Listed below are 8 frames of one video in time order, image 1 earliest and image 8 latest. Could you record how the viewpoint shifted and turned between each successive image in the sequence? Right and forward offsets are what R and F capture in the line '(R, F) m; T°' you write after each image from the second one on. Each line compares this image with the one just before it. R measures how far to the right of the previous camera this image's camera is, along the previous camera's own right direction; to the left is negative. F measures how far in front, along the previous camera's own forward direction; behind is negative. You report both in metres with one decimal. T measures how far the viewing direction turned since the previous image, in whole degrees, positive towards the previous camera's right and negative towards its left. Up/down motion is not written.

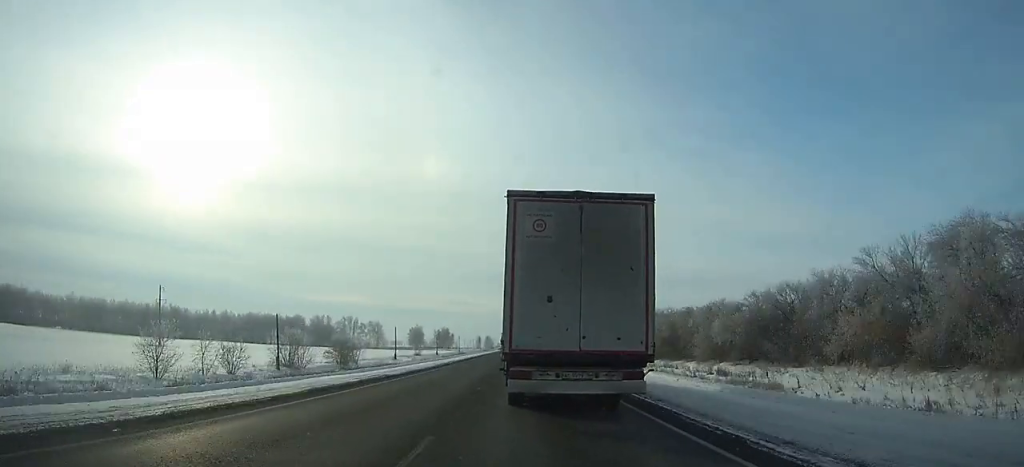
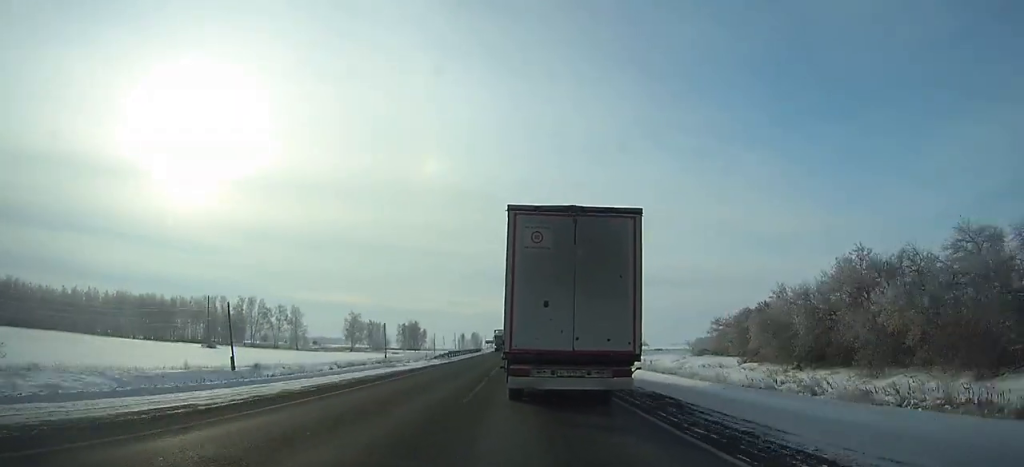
(+0.8, +135.1) m; +1°
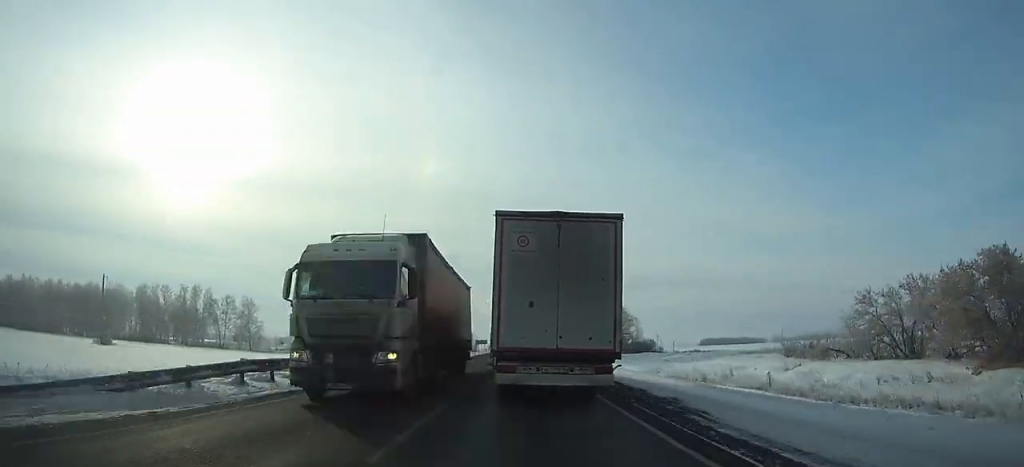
(0.0, +42.4) m; 0°
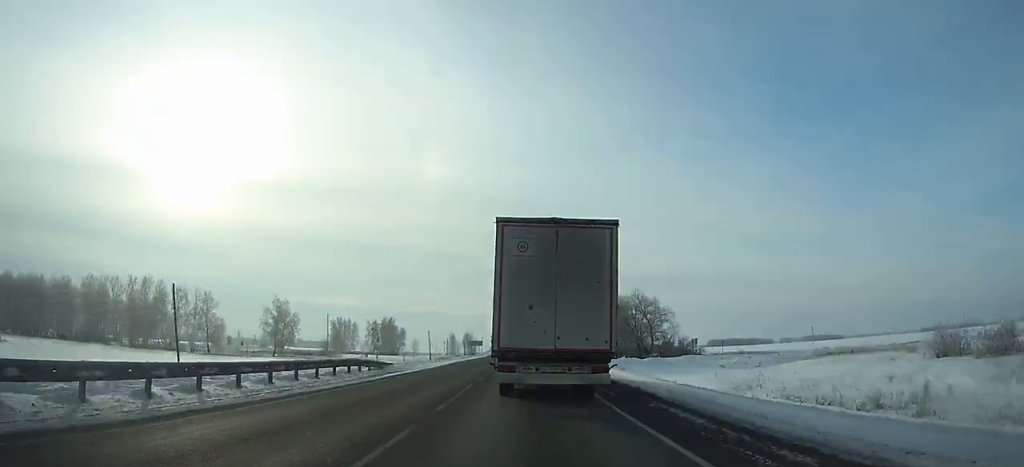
(0.0, +30.1) m; 0°
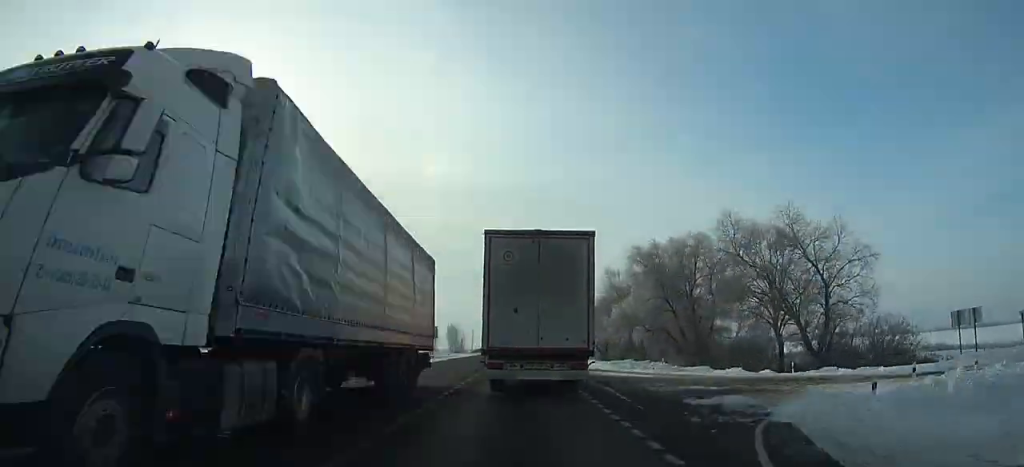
(-0.3, +65.7) m; -1°
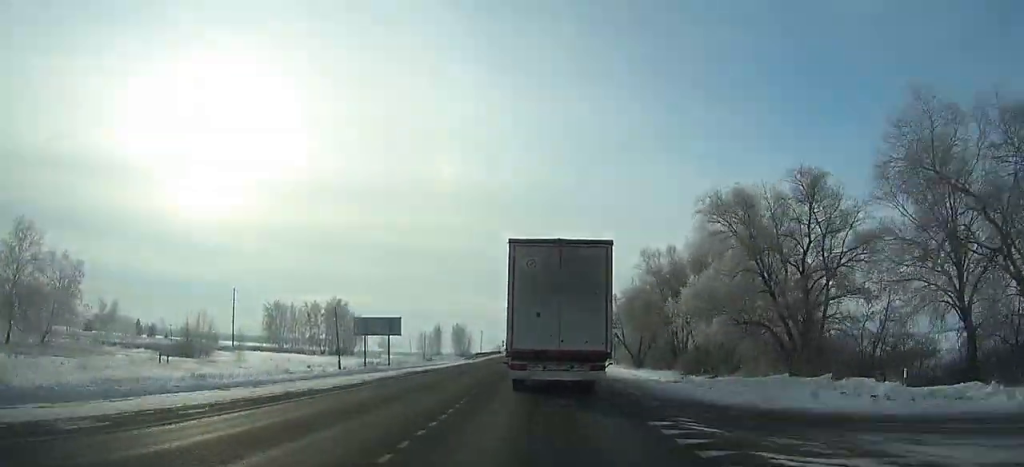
(-0.1, +23.8) m; 0°
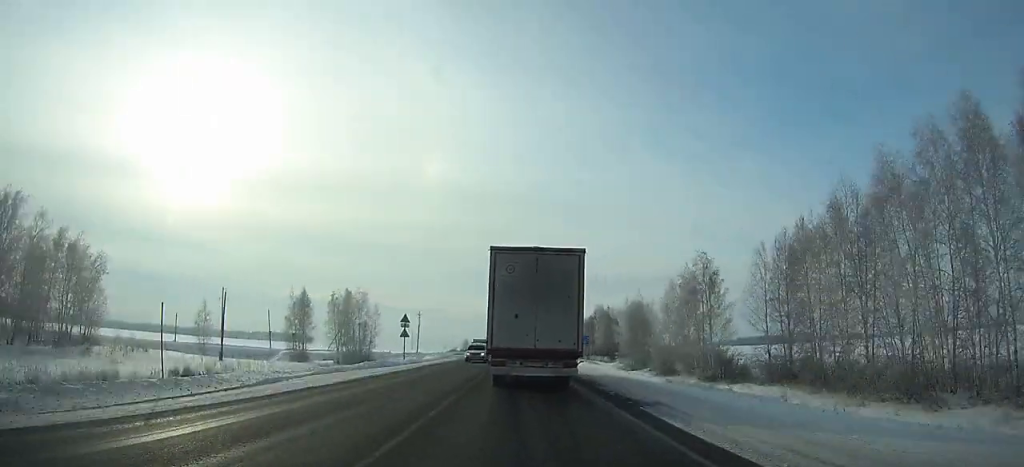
(+0.4, +120.1) m; 0°
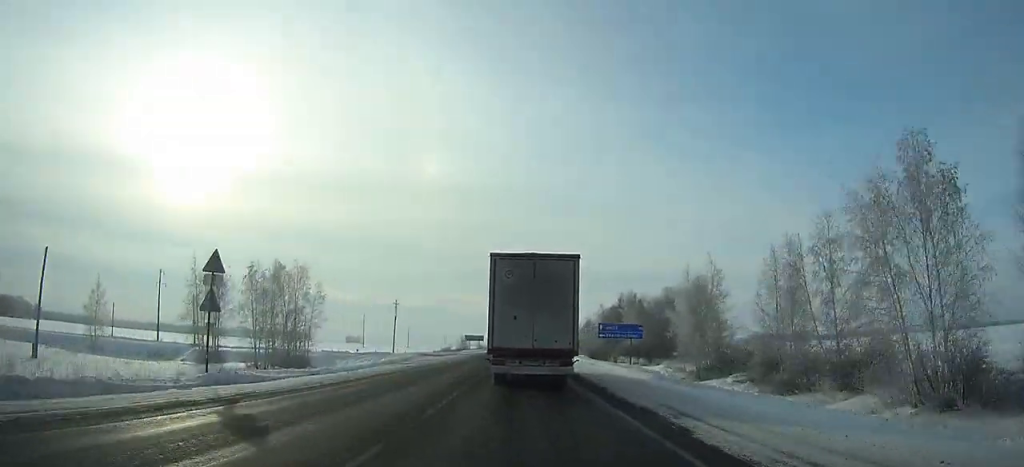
(0.0, +31.5) m; 0°
